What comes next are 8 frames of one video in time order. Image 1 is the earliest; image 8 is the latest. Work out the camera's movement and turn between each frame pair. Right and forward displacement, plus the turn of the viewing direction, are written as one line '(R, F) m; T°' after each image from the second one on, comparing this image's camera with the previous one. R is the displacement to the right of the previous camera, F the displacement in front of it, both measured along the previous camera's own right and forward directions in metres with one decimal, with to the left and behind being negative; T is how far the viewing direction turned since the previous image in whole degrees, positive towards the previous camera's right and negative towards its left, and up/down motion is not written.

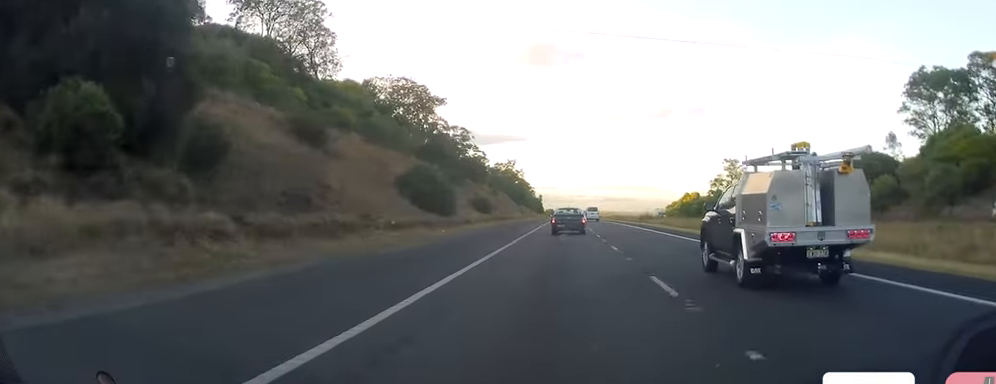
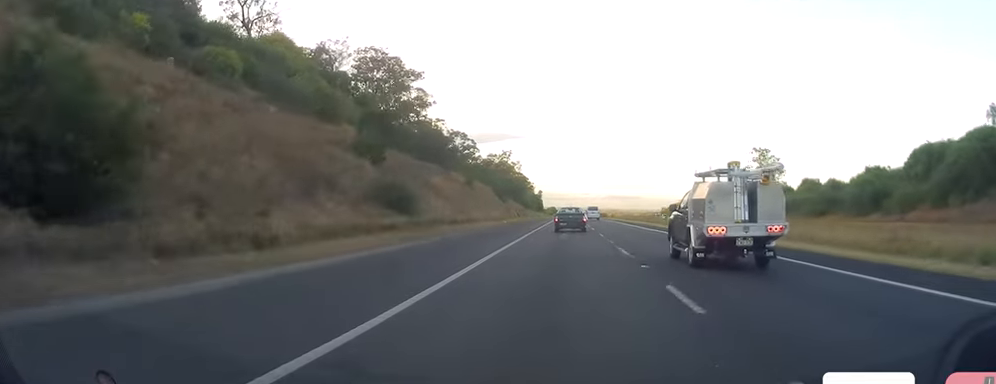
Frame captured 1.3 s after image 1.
(+0.2, +38.0) m; 0°
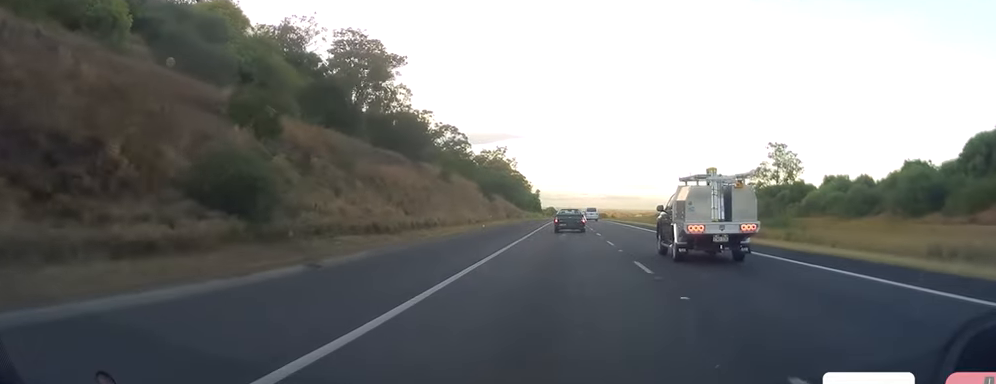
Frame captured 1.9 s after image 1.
(-0.1, +18.6) m; -1°
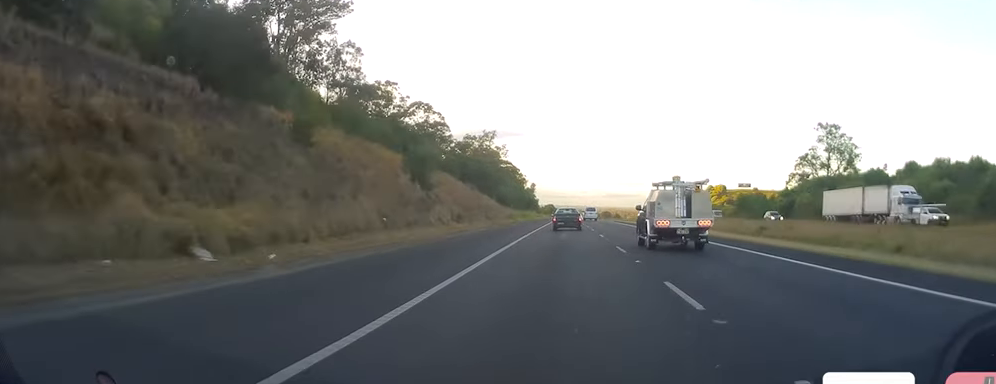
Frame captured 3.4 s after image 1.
(-0.3, +42.3) m; 0°
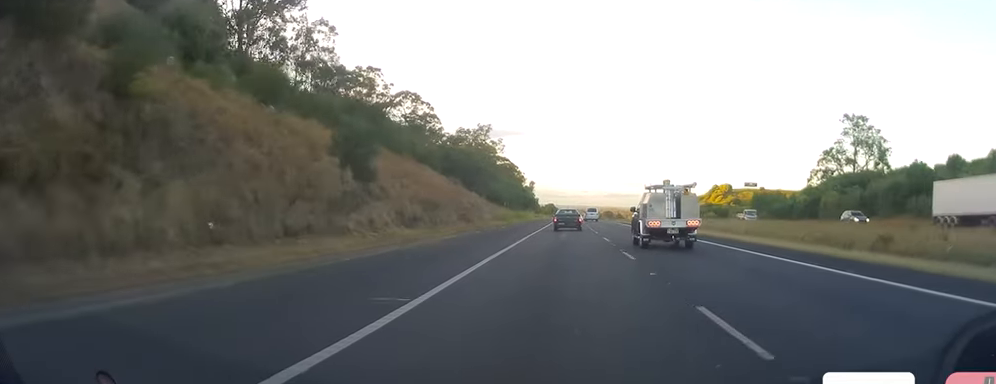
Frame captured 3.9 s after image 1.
(0.0, +15.7) m; 0°
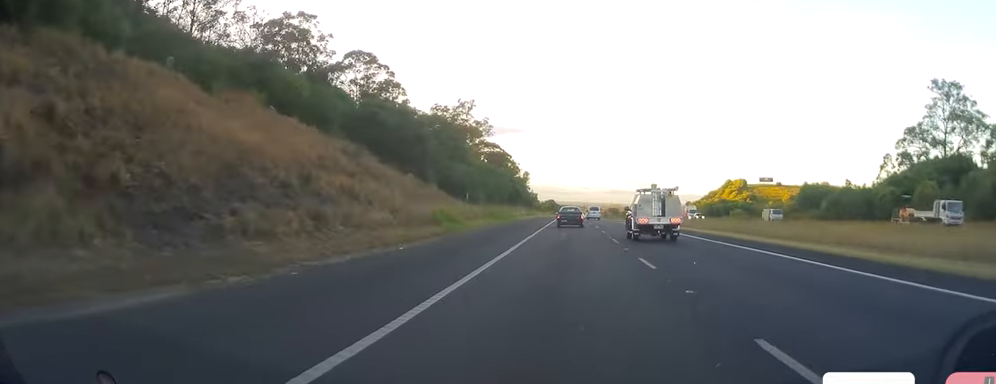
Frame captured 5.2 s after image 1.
(+0.1, +39.3) m; 0°
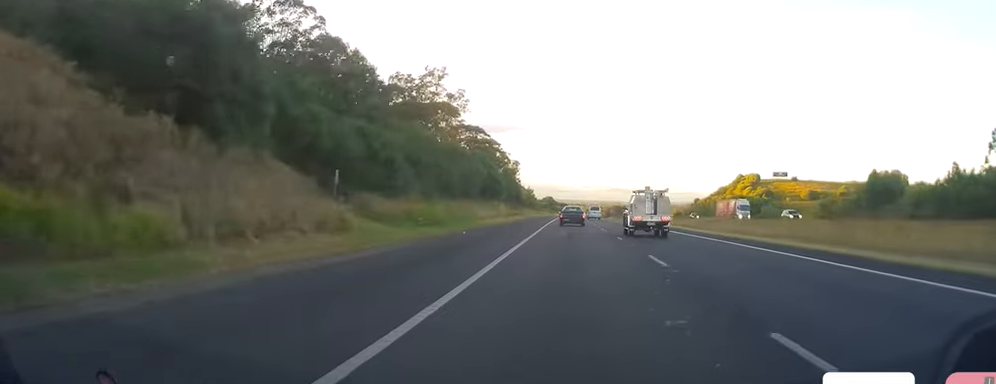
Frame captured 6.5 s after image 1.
(-0.1, +36.2) m; 0°
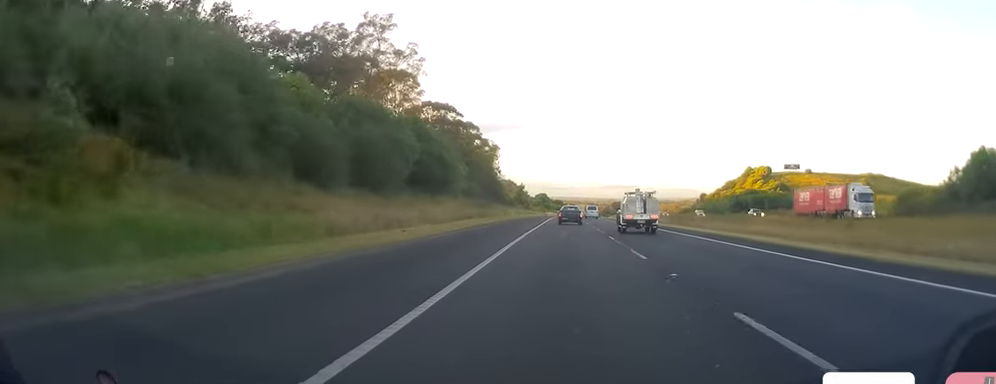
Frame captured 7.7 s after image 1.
(+0.3, +35.3) m; 0°
